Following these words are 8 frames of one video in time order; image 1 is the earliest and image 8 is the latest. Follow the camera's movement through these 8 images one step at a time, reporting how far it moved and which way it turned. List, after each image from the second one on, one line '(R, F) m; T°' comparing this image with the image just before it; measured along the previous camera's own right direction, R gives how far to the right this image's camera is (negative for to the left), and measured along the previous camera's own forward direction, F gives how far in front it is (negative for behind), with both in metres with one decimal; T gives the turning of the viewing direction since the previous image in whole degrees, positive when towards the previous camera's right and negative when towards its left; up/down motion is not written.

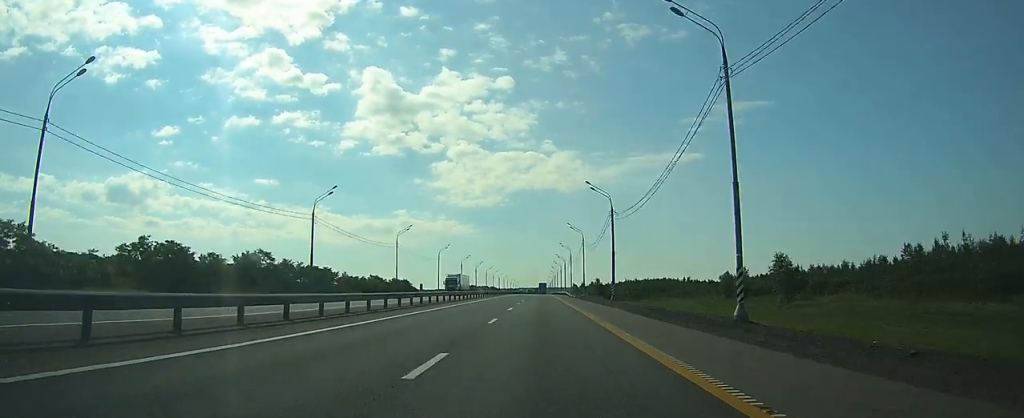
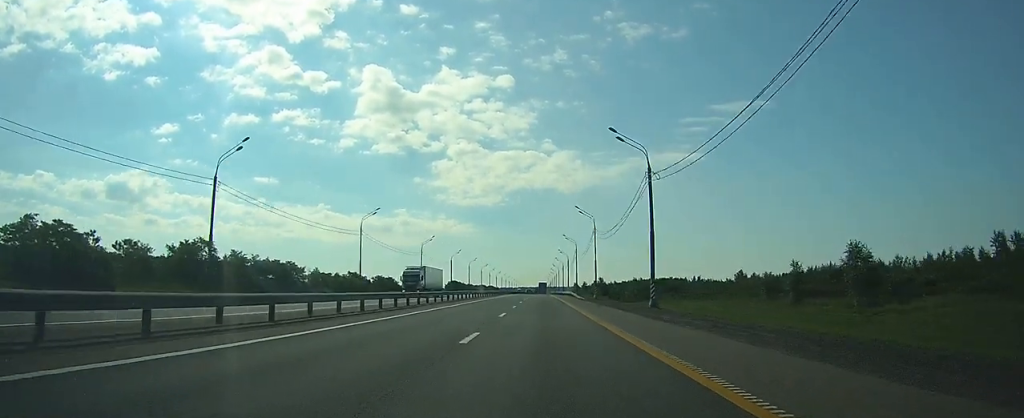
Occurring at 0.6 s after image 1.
(-0.1, +19.0) m; 0°
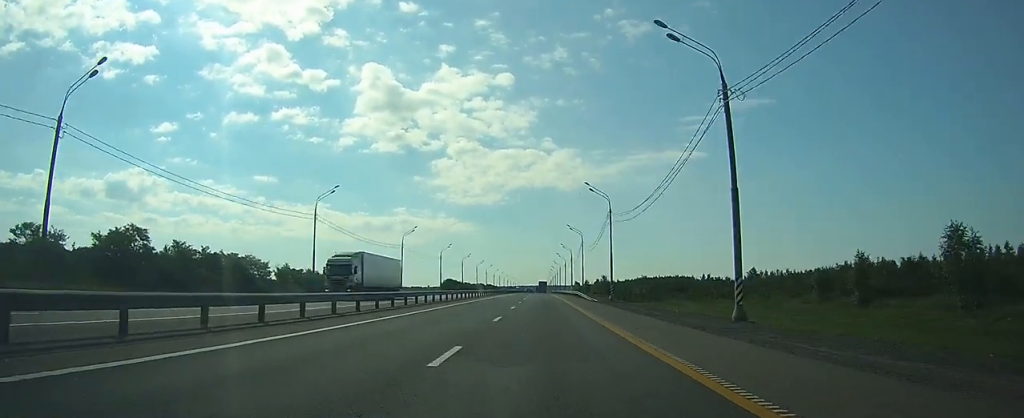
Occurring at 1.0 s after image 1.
(0.0, +15.7) m; 0°
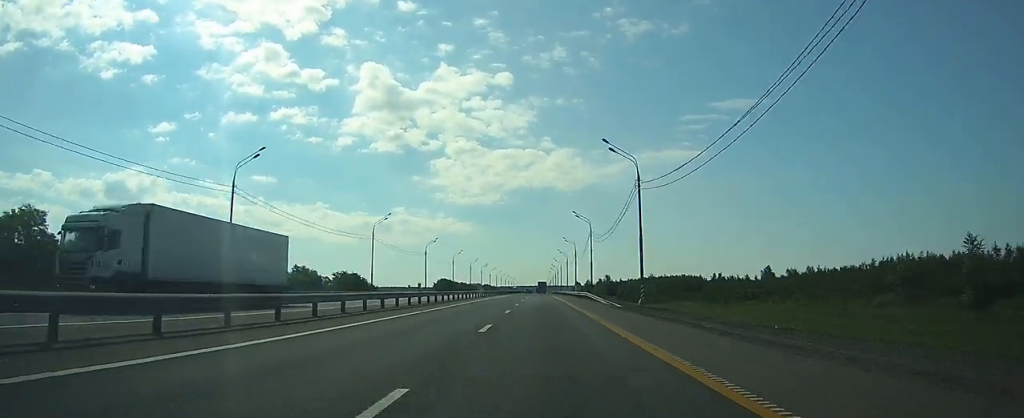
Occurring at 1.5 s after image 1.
(0.0, +16.8) m; 0°
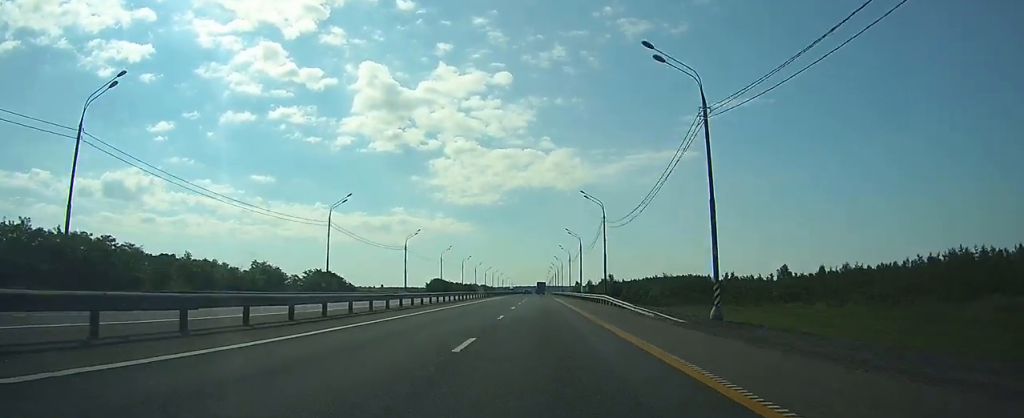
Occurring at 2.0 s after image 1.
(0.0, +16.8) m; 0°
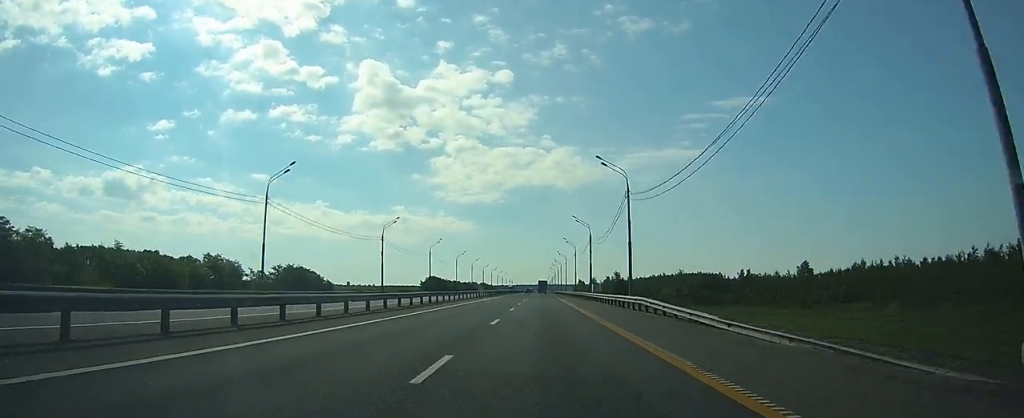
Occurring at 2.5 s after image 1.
(0.0, +15.7) m; 0°
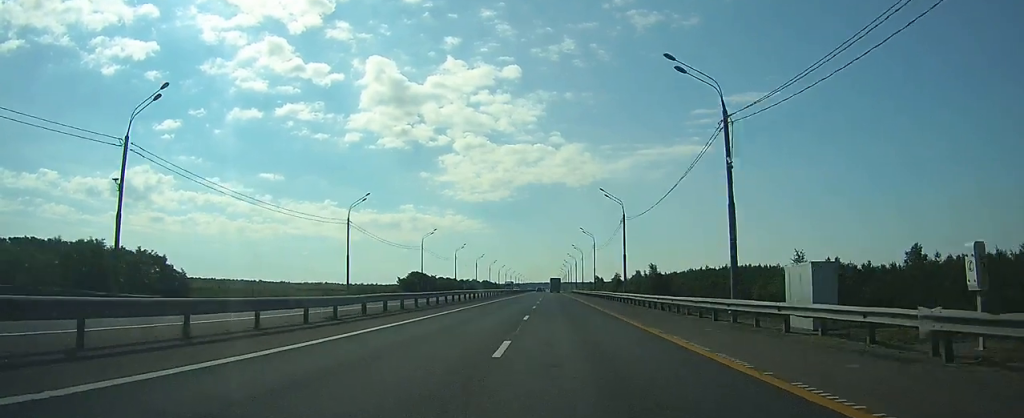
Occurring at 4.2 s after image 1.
(0.0, +57.1) m; 0°
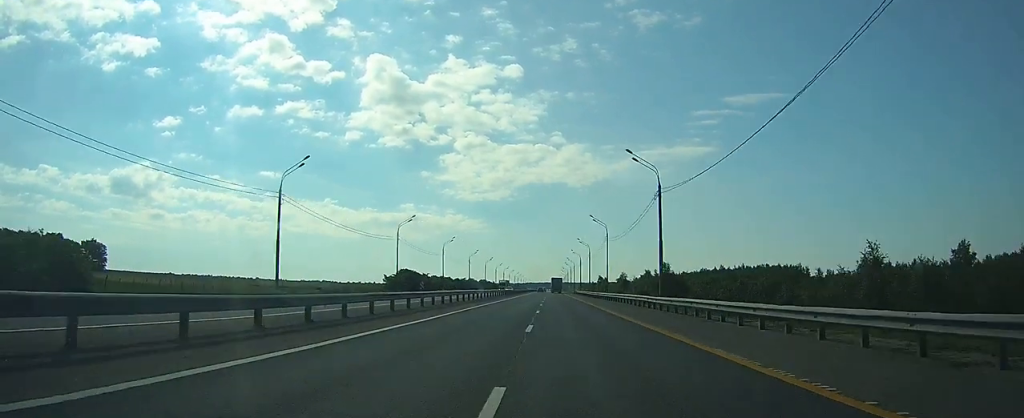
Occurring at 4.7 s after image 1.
(0.0, +17.9) m; 0°
